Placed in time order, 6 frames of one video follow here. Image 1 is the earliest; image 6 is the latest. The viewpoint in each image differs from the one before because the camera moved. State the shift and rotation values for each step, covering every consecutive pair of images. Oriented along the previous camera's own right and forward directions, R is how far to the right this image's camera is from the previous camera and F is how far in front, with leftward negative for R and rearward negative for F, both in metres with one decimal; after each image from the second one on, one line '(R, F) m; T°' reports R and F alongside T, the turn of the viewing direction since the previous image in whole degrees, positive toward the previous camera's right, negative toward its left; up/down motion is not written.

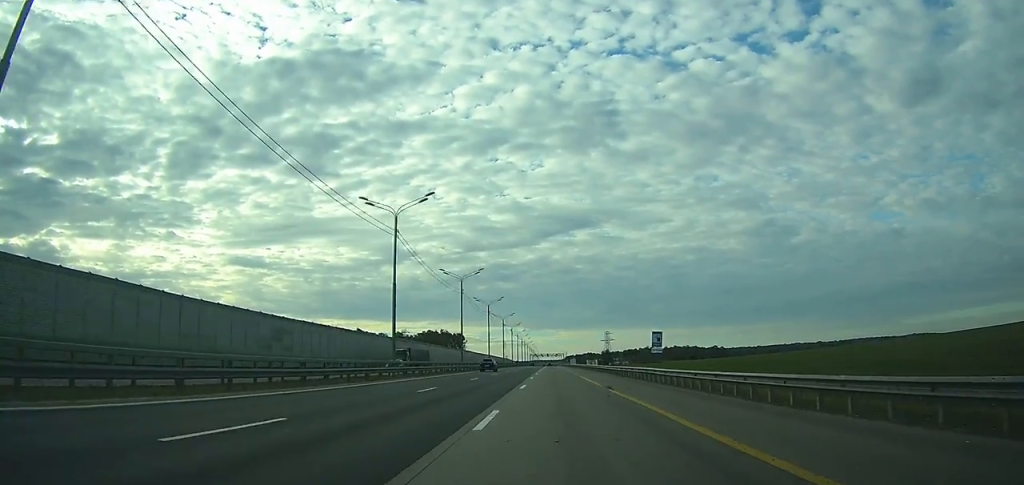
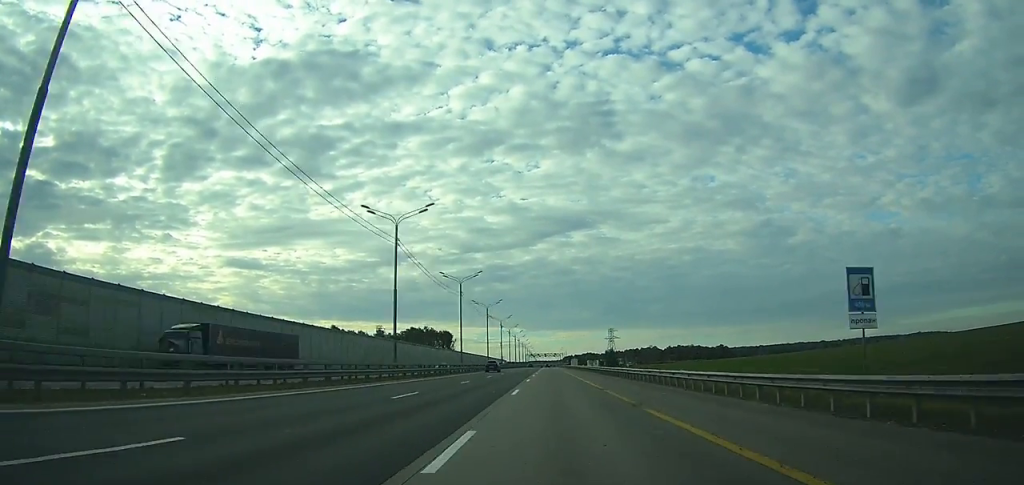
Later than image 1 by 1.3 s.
(+0.1, +36.7) m; 0°
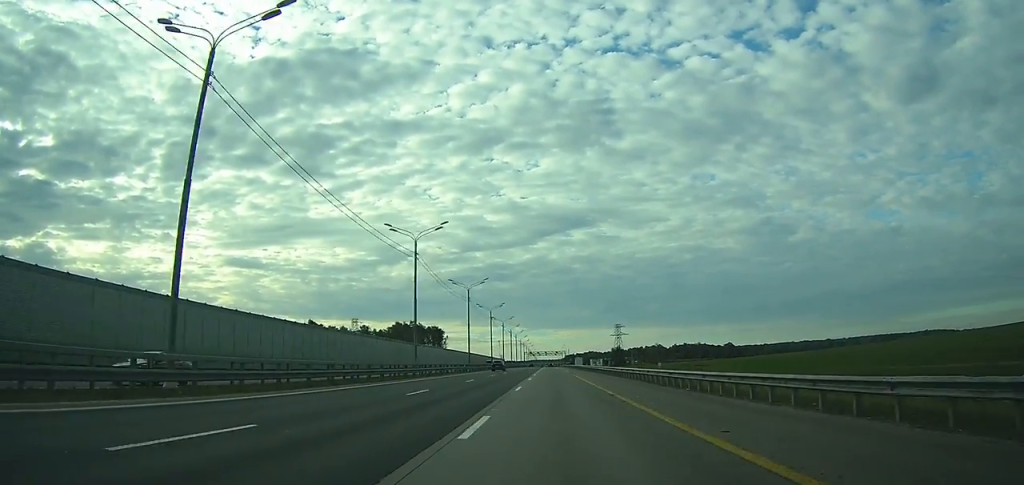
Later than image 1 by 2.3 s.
(-0.1, +30.5) m; 0°
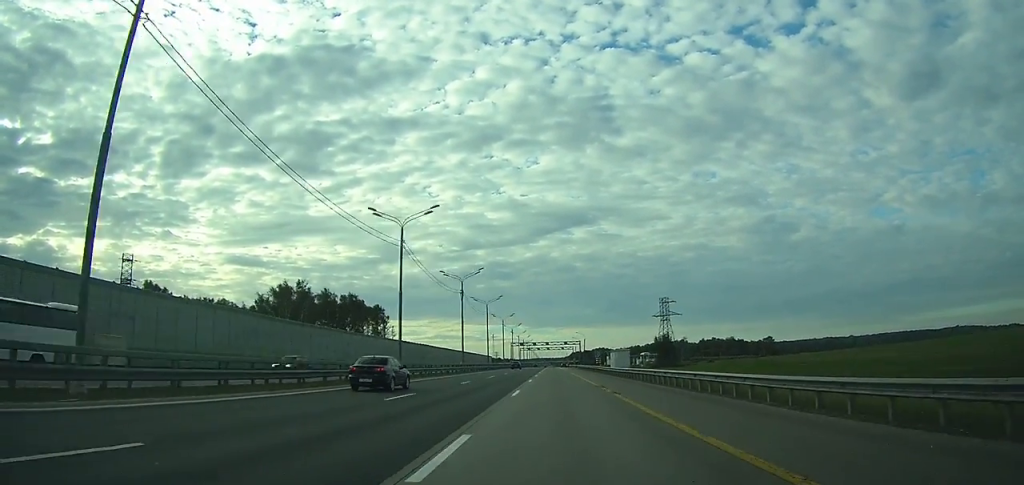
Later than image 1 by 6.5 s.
(-0.5, +114.1) m; -1°
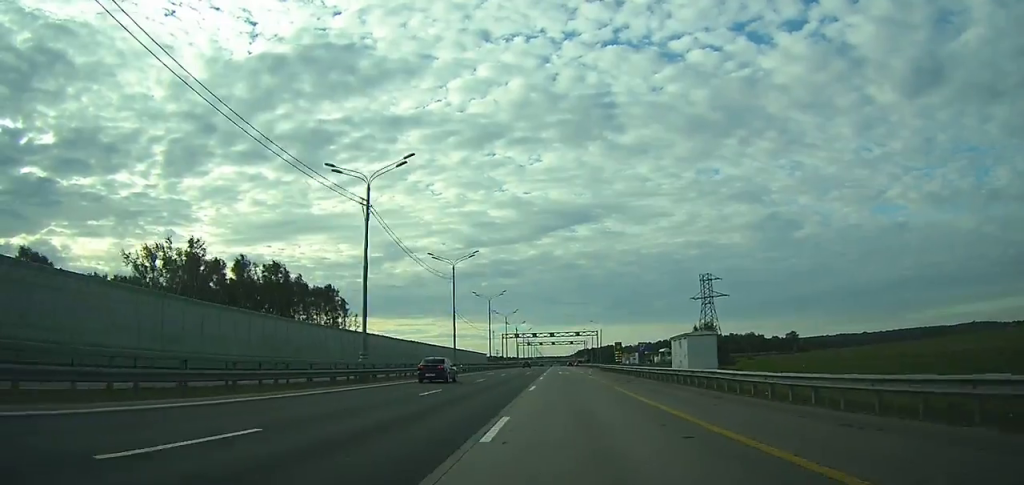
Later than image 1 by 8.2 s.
(-0.1, +42.9) m; 0°
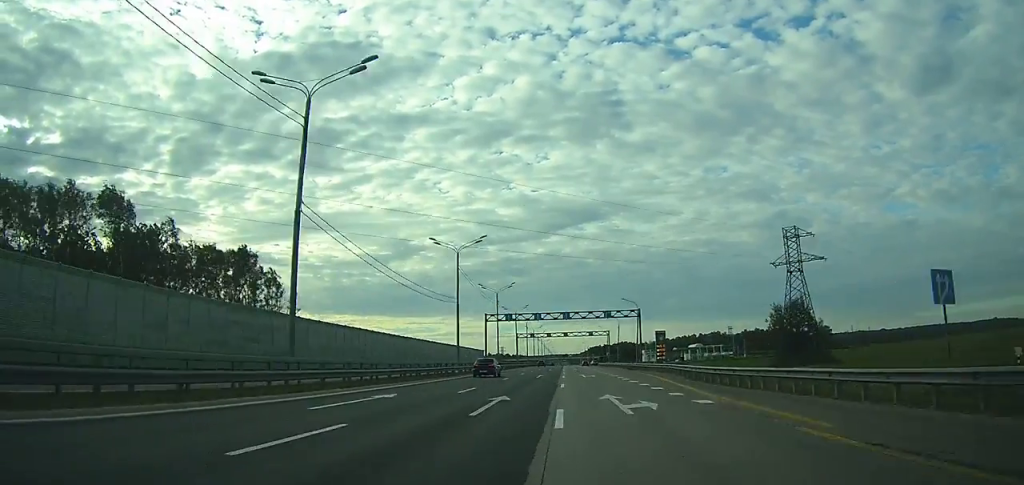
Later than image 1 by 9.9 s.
(-0.1, +45.7) m; 0°
